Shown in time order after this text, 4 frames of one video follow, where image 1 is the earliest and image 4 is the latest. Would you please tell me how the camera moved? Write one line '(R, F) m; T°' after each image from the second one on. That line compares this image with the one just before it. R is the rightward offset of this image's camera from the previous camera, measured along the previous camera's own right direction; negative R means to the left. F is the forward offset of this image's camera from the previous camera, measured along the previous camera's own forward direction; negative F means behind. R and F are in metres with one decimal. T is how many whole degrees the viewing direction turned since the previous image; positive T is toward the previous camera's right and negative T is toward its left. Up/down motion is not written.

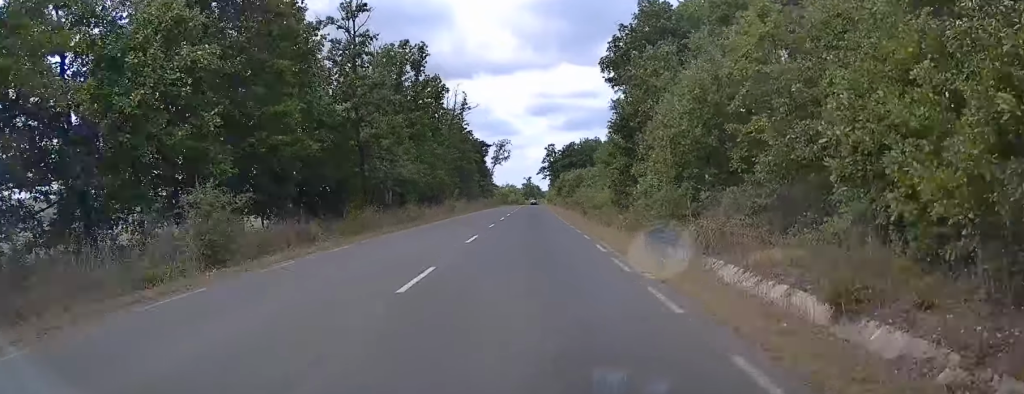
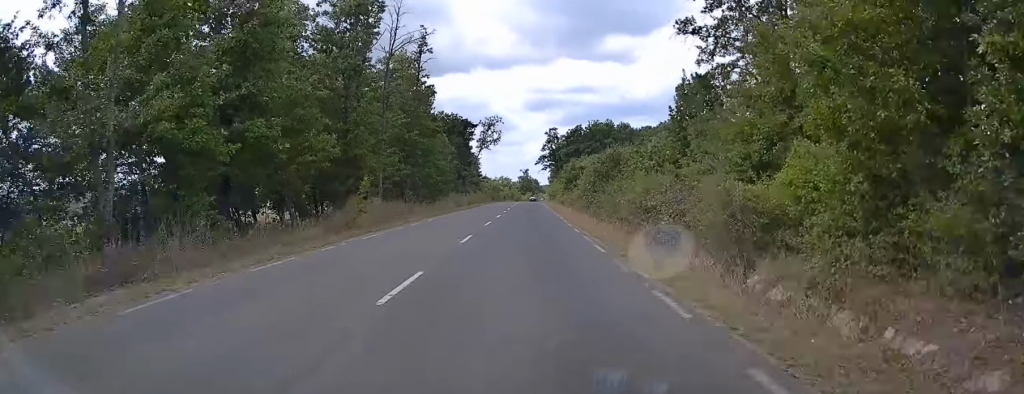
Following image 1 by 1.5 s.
(-0.6, +36.7) m; -1°
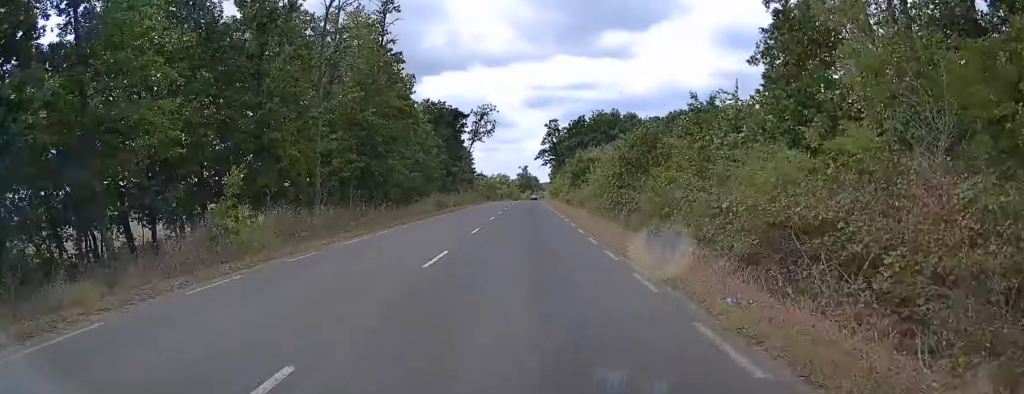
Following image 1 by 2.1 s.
(0.0, +14.4) m; 0°
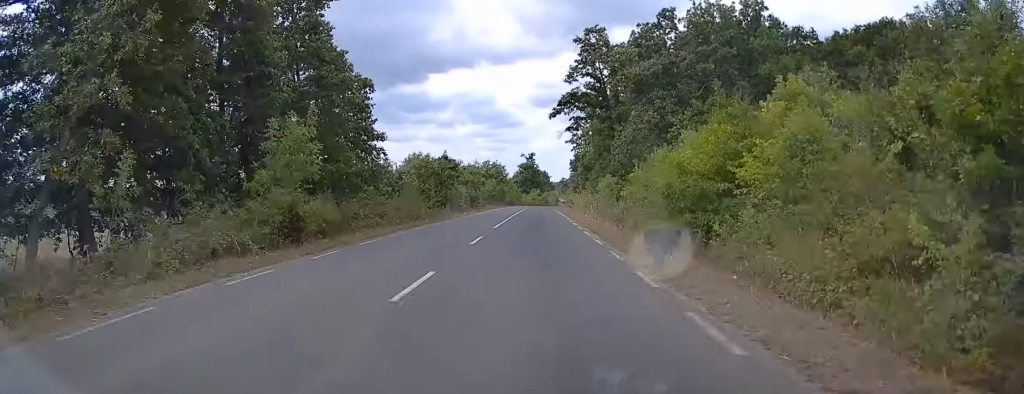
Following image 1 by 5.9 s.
(-0.1, +91.7) m; -1°
